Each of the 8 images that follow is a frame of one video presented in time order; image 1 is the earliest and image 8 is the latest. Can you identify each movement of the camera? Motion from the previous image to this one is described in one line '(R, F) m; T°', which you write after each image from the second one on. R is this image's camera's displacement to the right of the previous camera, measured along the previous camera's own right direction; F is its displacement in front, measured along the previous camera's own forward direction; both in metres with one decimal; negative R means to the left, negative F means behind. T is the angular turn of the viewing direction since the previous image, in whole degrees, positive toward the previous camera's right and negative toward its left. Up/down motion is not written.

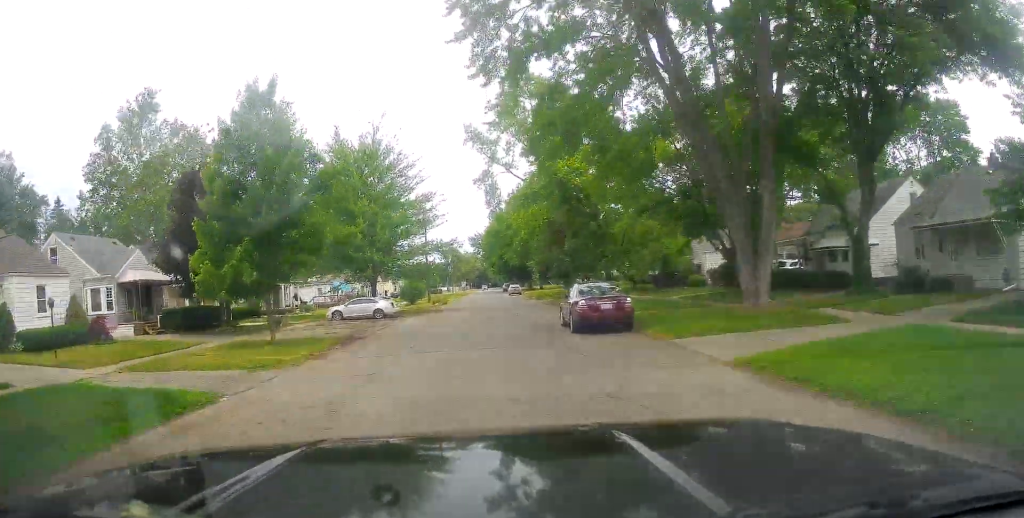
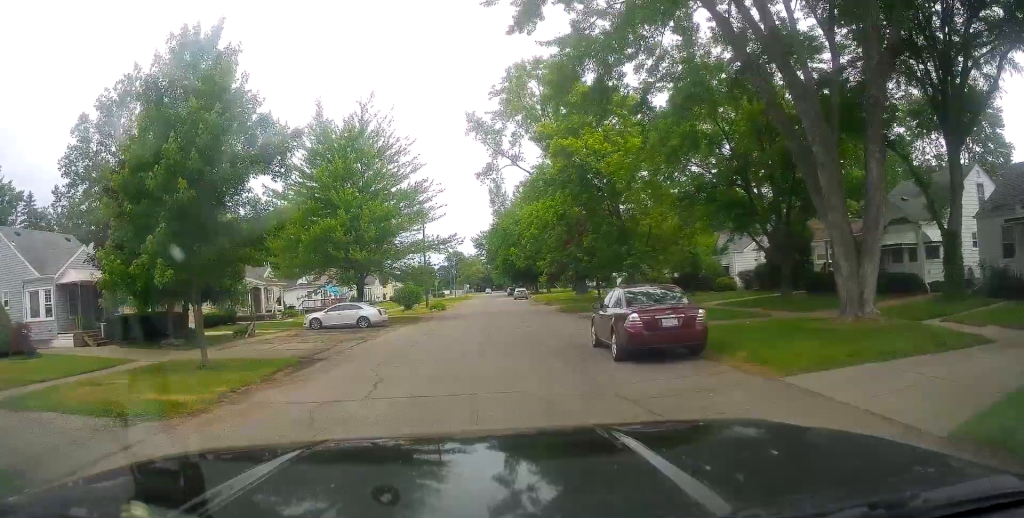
(0.0, +5.9) m; -2°
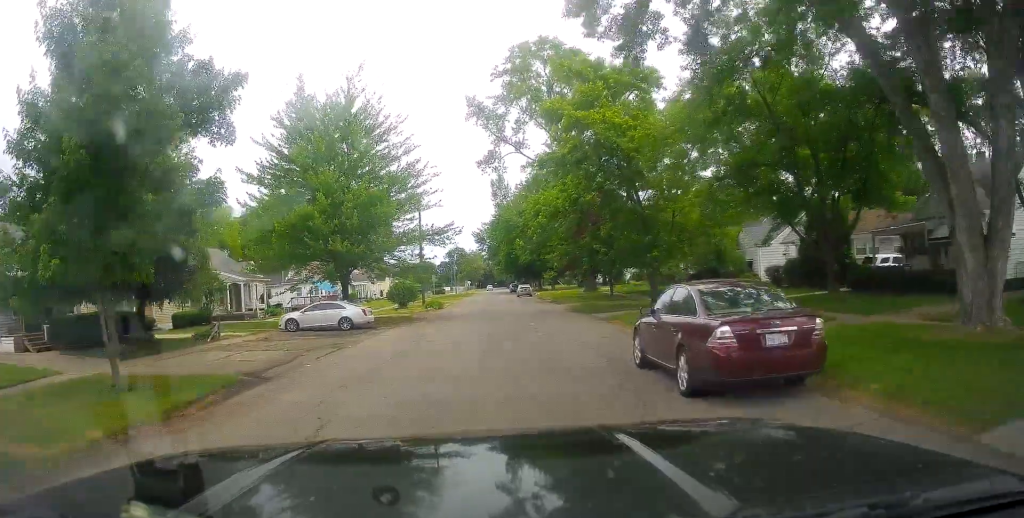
(+0.2, +4.5) m; -2°
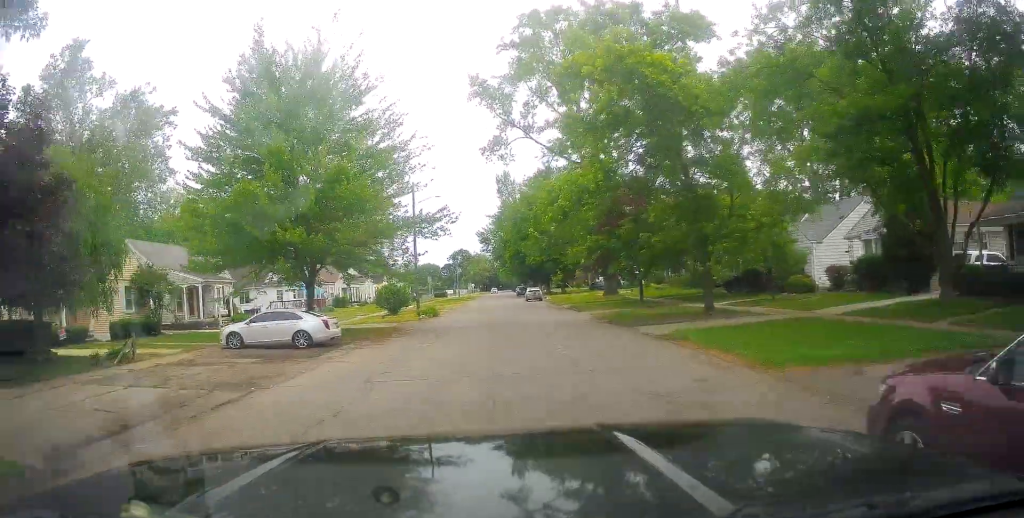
(-0.4, +7.5) m; 0°
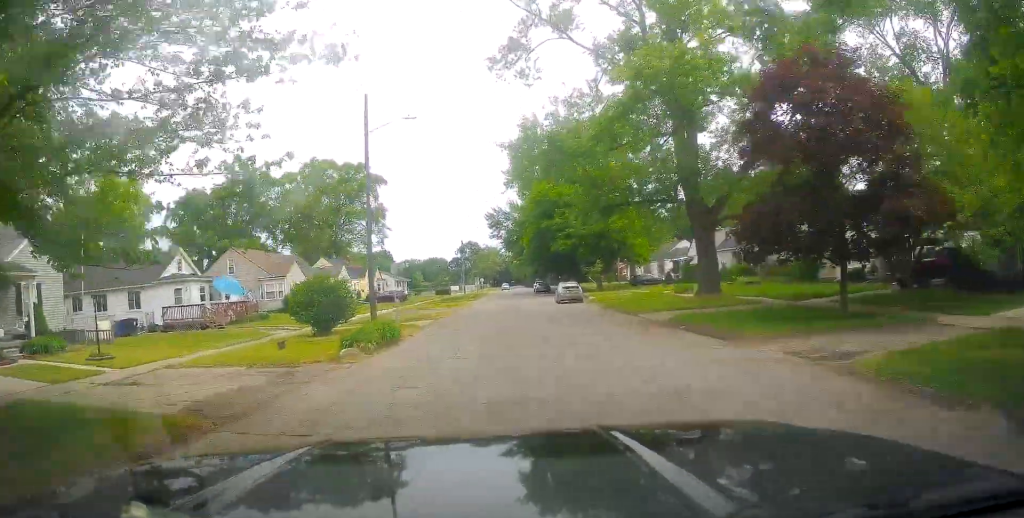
(+0.8, +21.6) m; +2°
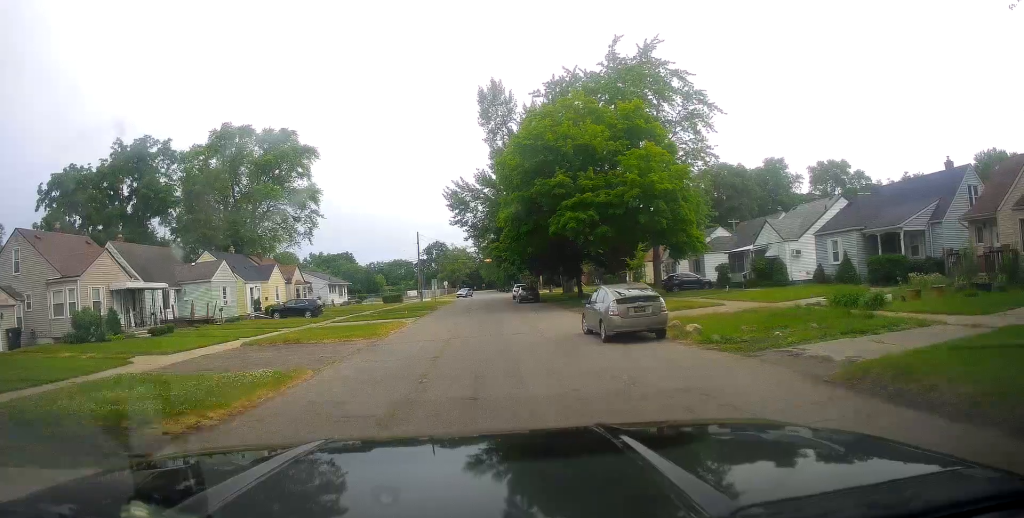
(-0.9, +25.7) m; 0°
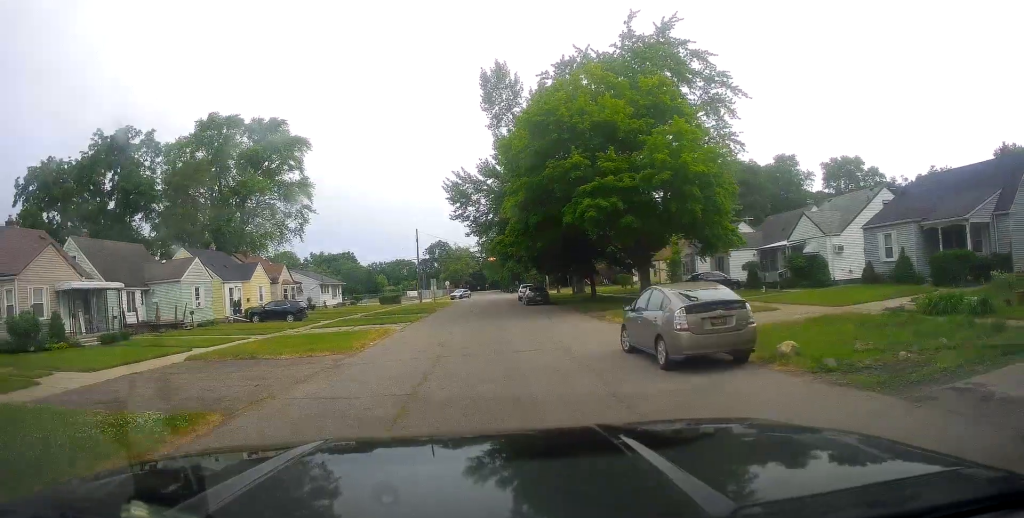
(+0.1, +5.1) m; +1°
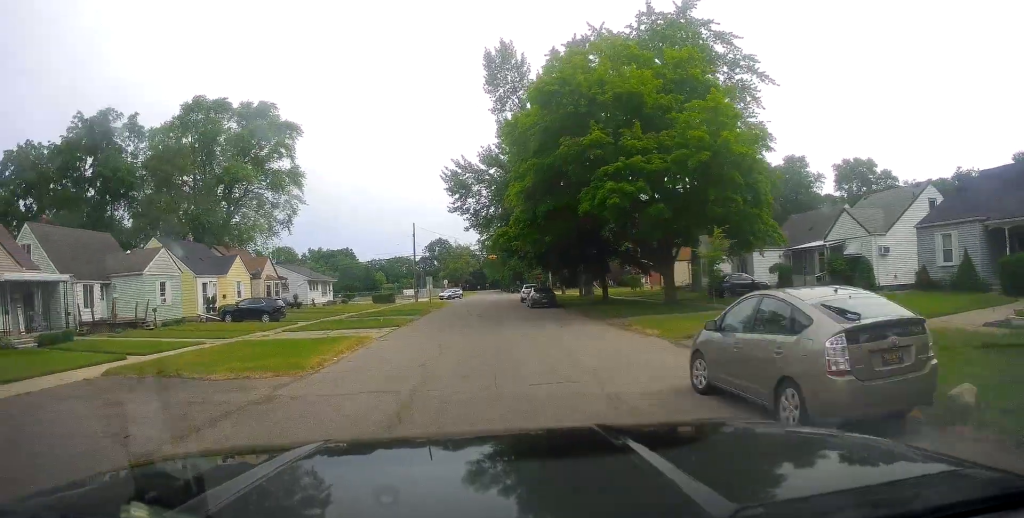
(0.0, +4.7) m; 0°
